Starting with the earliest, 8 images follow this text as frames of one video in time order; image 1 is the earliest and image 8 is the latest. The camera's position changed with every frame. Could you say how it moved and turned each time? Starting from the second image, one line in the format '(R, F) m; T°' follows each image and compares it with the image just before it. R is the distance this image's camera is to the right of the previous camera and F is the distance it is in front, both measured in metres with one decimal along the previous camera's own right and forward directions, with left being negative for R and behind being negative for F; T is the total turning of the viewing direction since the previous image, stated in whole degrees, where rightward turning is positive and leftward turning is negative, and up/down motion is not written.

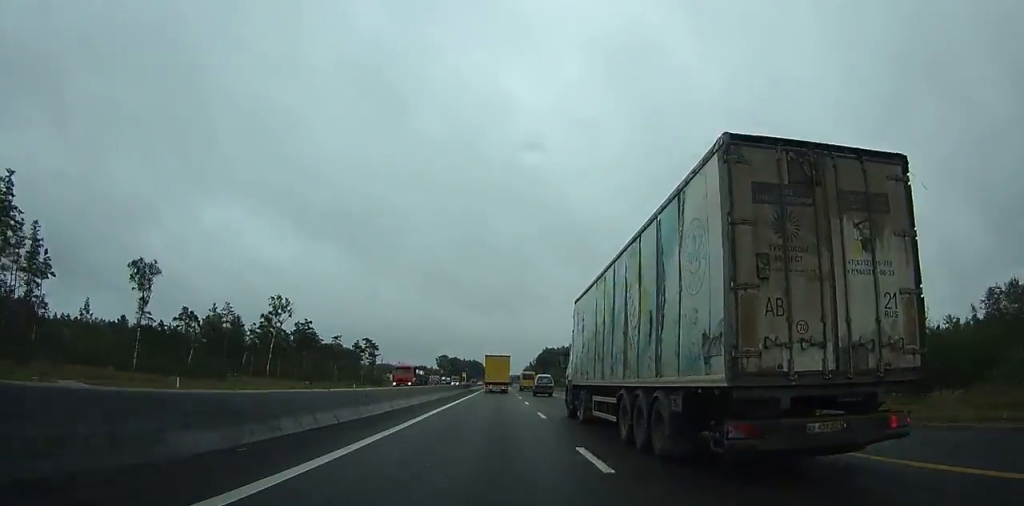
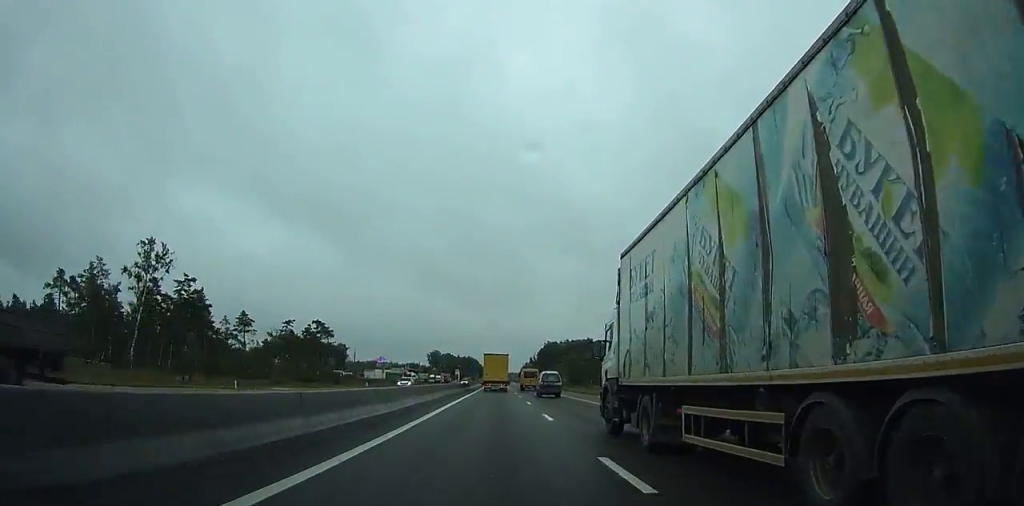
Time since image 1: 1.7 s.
(+0.1, +34.8) m; 0°
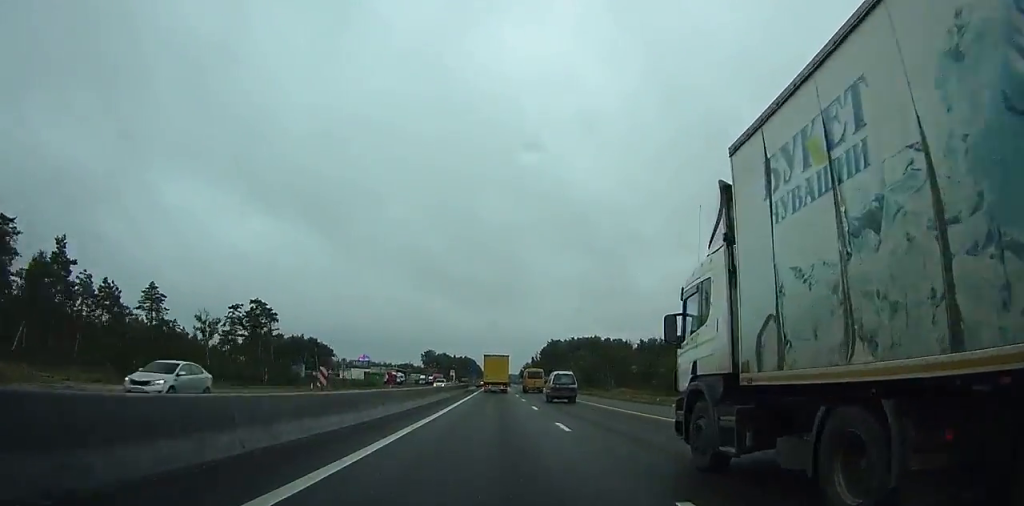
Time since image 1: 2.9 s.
(0.0, +26.8) m; 0°
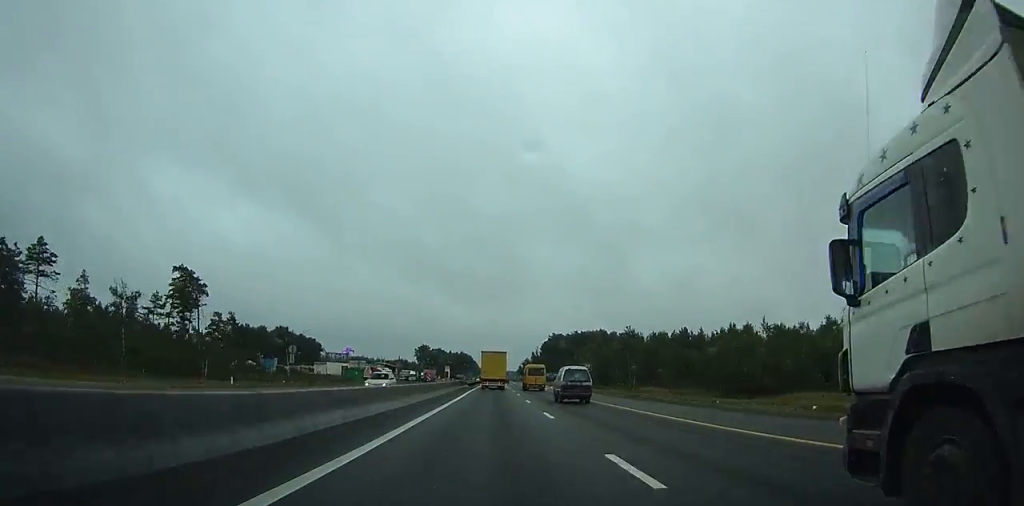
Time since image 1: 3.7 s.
(+0.1, +21.7) m; 0°
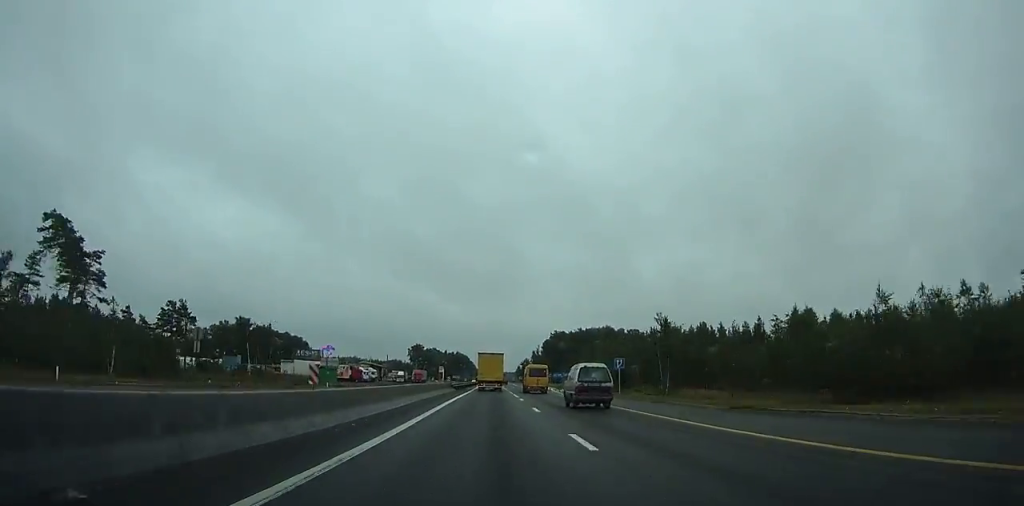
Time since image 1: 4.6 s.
(0.0, +21.8) m; 0°
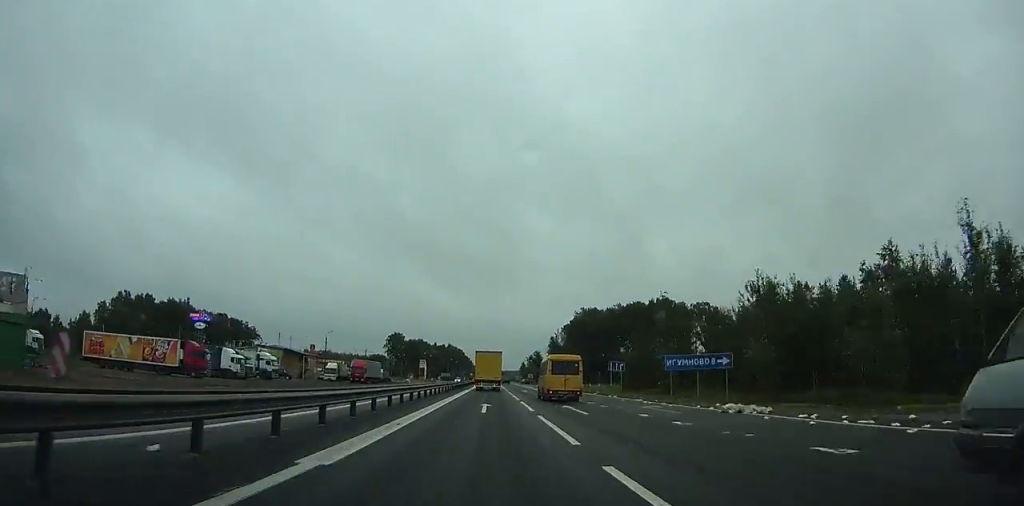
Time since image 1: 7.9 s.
(+0.2, +87.4) m; 0°
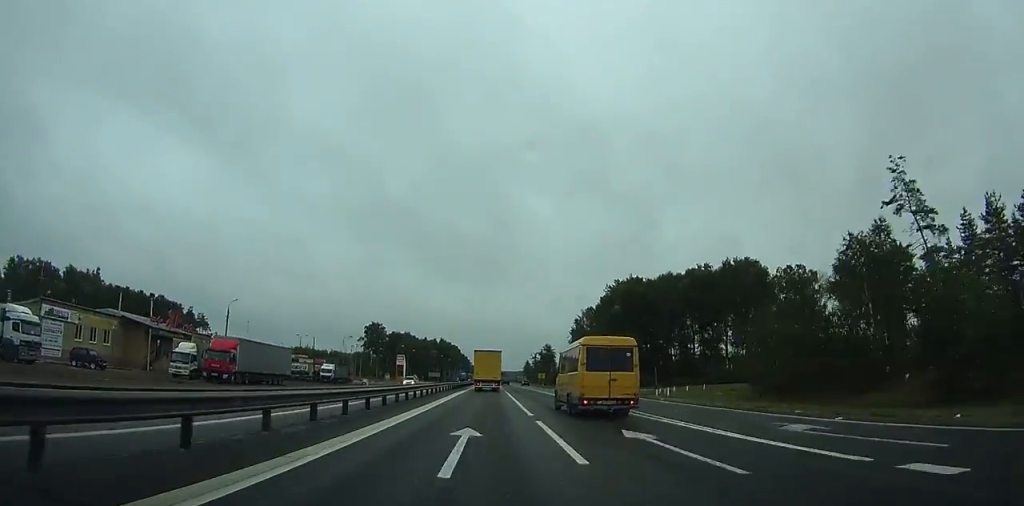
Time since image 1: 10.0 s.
(+0.1, +55.2) m; 0°
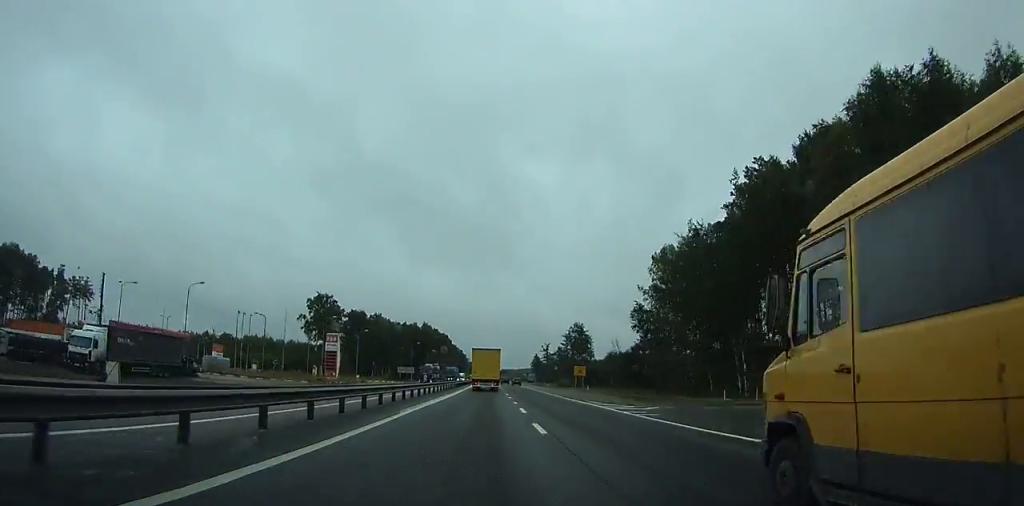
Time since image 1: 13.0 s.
(0.0, +74.3) m; 0°
